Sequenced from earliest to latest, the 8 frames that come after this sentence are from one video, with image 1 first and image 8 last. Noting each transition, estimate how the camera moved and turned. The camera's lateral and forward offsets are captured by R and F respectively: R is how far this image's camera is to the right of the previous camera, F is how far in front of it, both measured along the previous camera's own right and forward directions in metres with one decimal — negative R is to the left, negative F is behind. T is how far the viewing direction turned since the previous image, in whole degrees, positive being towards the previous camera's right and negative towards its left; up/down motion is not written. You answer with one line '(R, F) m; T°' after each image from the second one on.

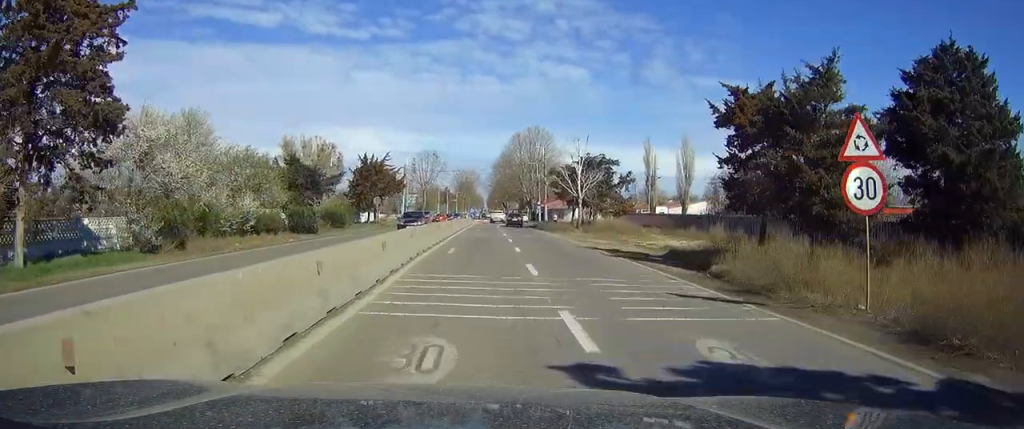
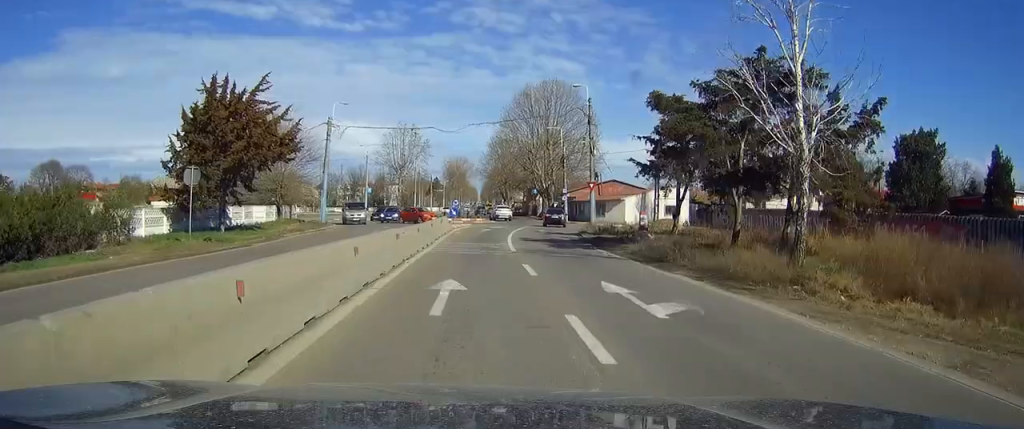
(-0.1, +45.7) m; 0°
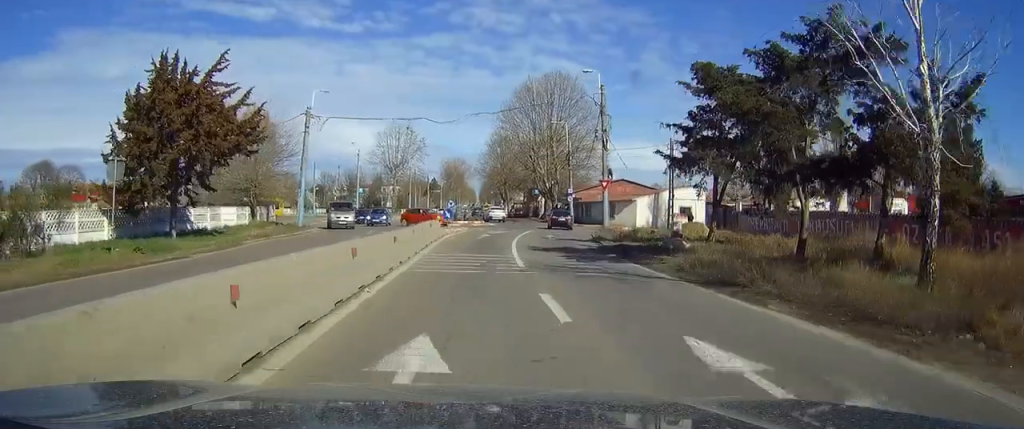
(0.0, +6.2) m; 0°
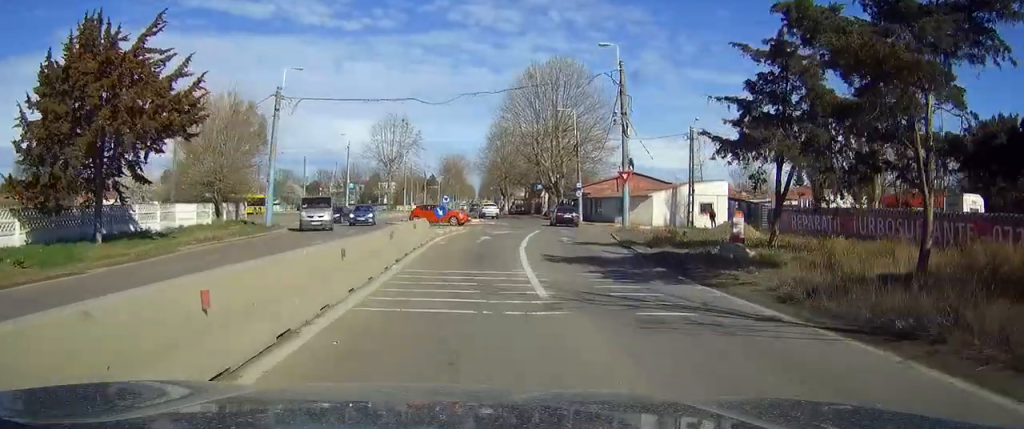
(0.0, +6.9) m; 0°
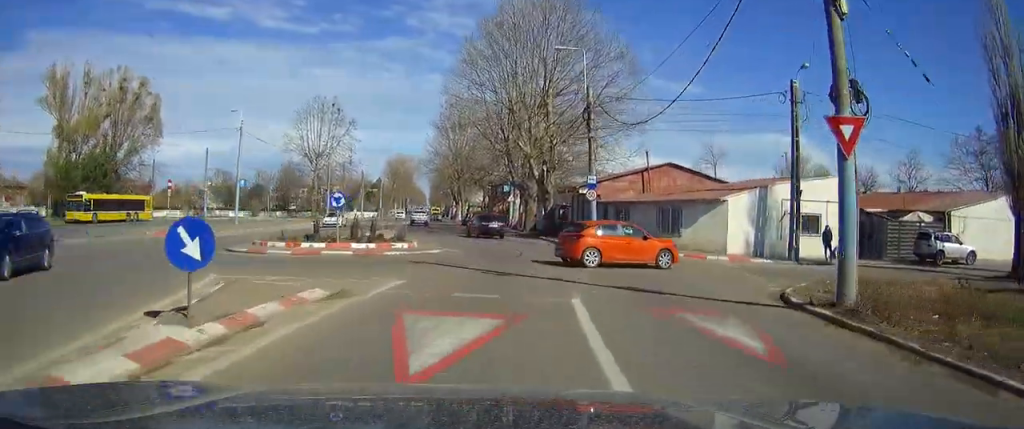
(+0.6, +27.7) m; +4°
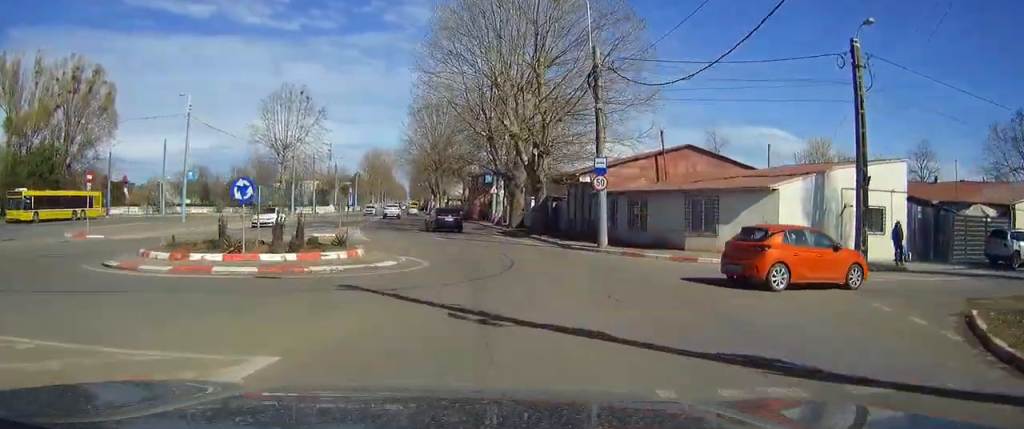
(+0.1, +8.2) m; +1°
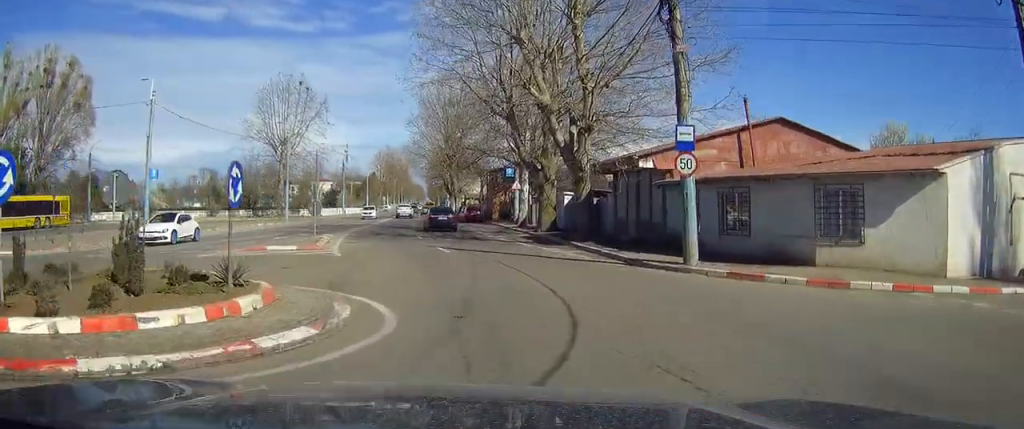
(+0.1, +9.8) m; -1°
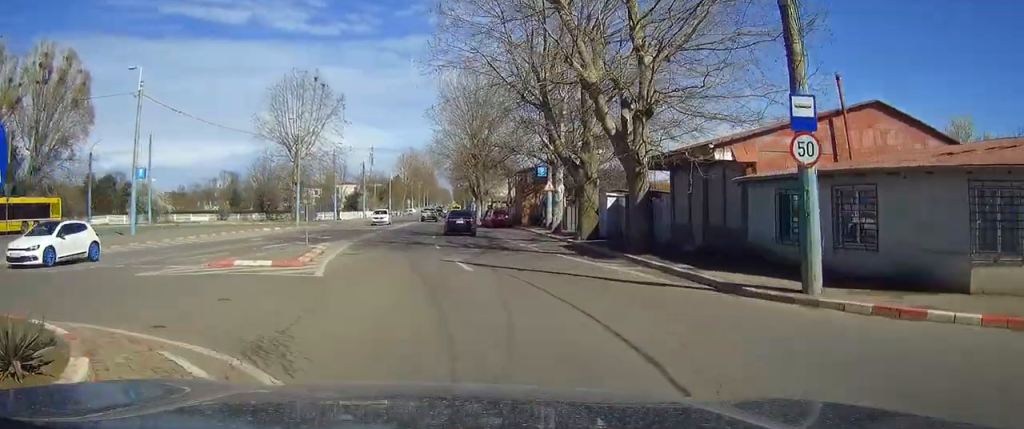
(-0.1, +5.6) m; -2°
